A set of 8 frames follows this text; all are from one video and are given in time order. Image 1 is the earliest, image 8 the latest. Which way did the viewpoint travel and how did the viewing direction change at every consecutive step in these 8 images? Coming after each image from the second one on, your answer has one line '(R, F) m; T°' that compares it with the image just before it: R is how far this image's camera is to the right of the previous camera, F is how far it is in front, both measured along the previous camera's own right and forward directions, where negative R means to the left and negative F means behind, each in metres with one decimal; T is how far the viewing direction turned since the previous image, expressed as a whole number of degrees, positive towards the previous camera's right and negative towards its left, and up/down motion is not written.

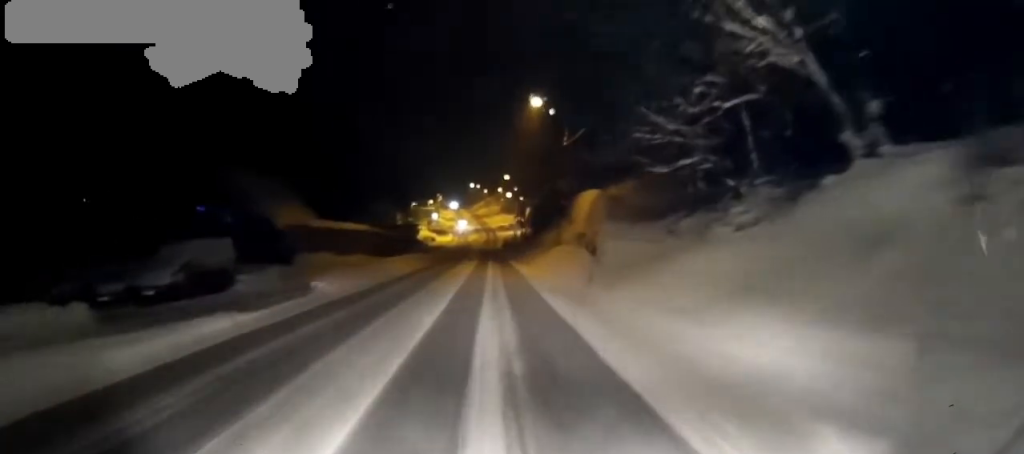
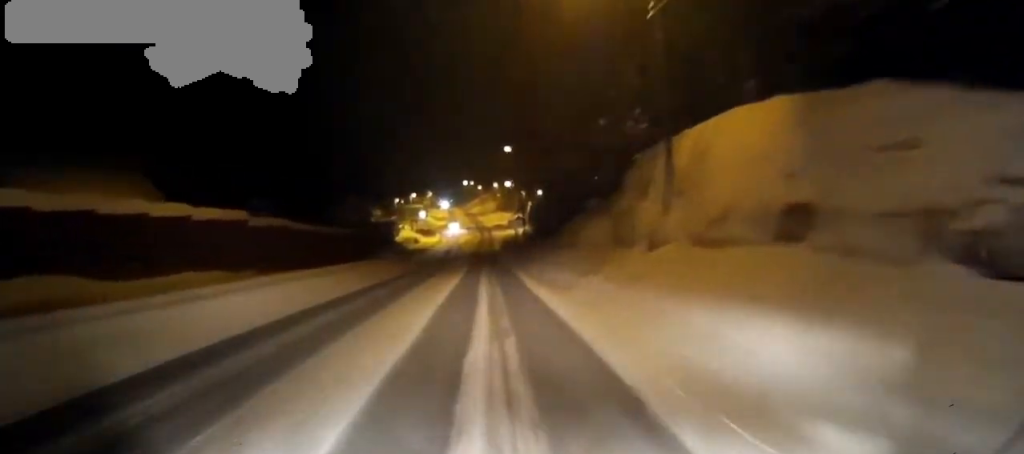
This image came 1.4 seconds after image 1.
(-0.2, +22.2) m; 0°
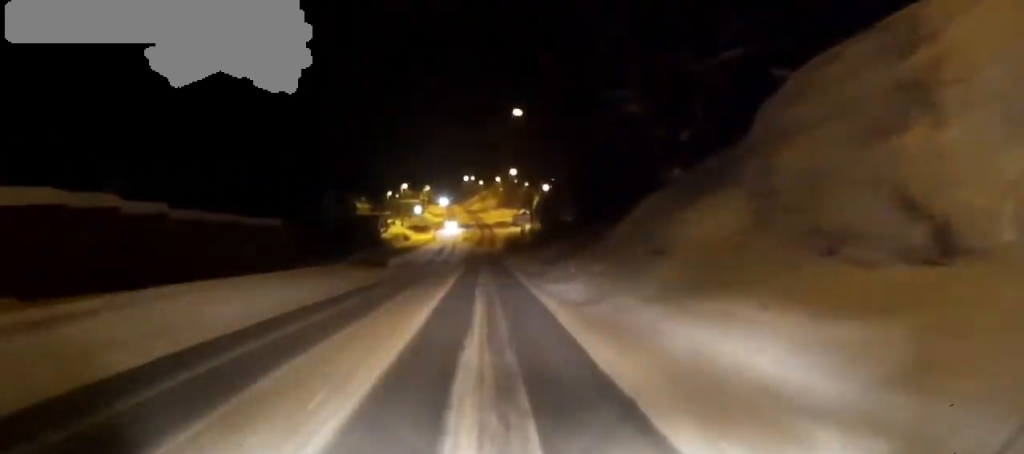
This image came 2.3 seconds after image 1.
(+0.1, +13.8) m; 0°
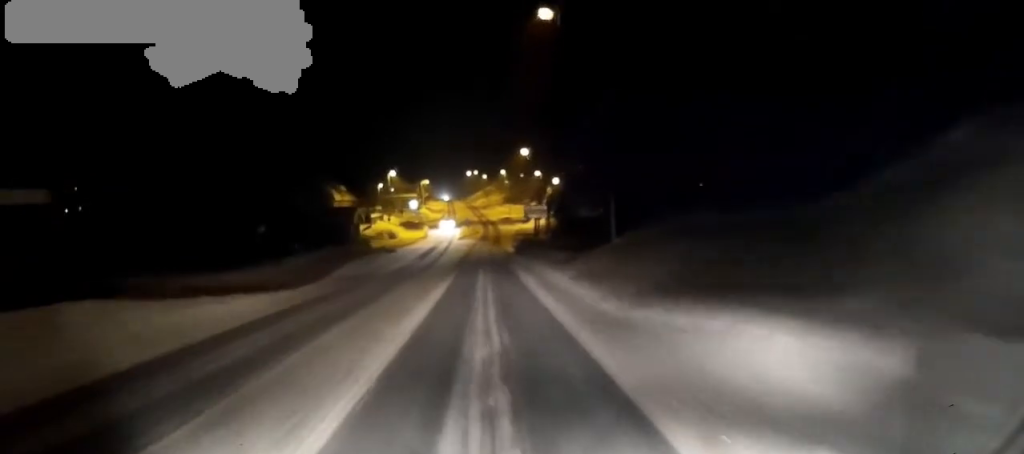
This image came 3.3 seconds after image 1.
(+0.1, +16.1) m; 0°
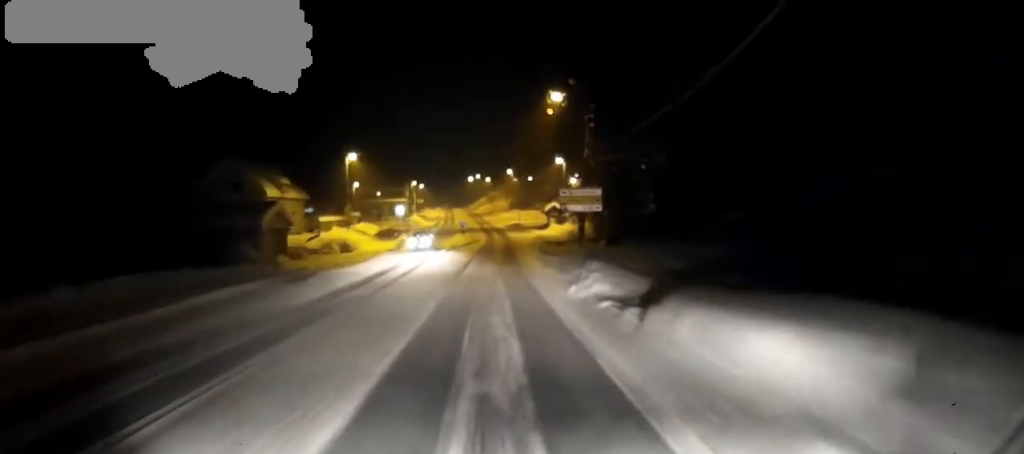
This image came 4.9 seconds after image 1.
(+0.1, +25.9) m; 0°
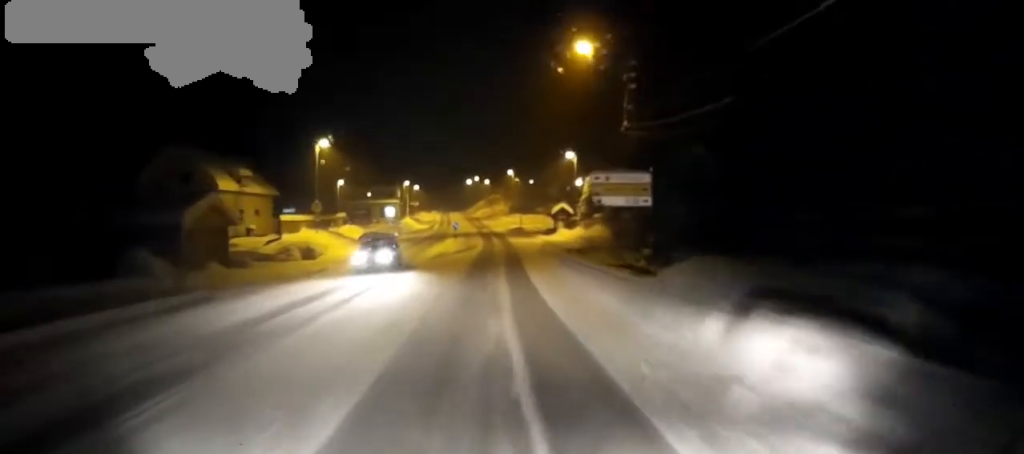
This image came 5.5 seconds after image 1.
(0.0, +9.8) m; 0°
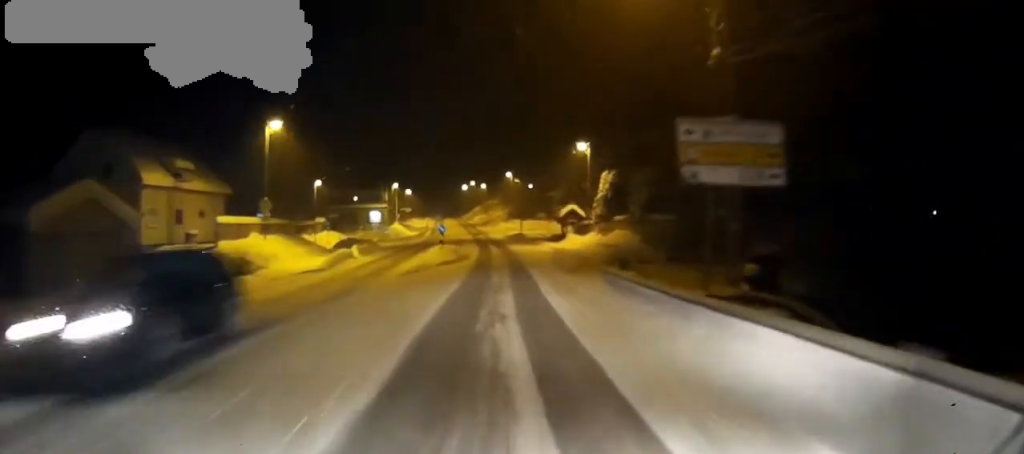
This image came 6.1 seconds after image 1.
(0.0, +10.2) m; 0°
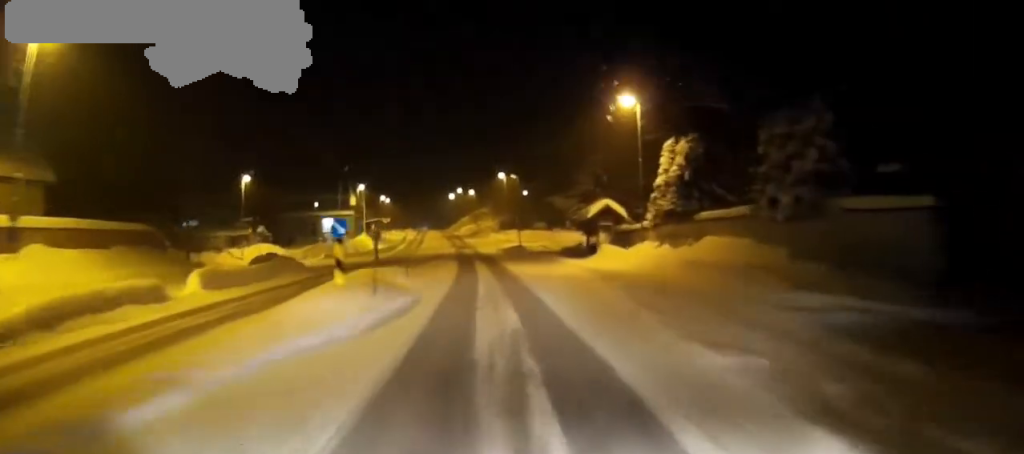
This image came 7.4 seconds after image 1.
(+0.1, +20.9) m; 0°
